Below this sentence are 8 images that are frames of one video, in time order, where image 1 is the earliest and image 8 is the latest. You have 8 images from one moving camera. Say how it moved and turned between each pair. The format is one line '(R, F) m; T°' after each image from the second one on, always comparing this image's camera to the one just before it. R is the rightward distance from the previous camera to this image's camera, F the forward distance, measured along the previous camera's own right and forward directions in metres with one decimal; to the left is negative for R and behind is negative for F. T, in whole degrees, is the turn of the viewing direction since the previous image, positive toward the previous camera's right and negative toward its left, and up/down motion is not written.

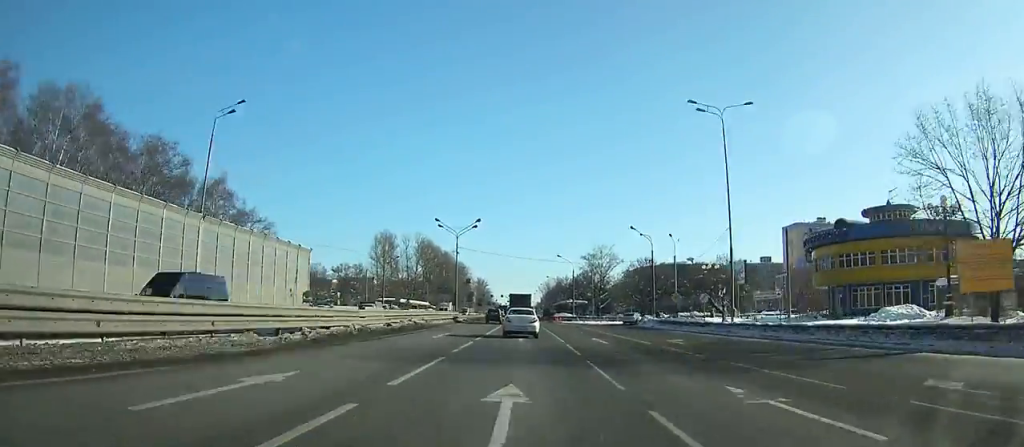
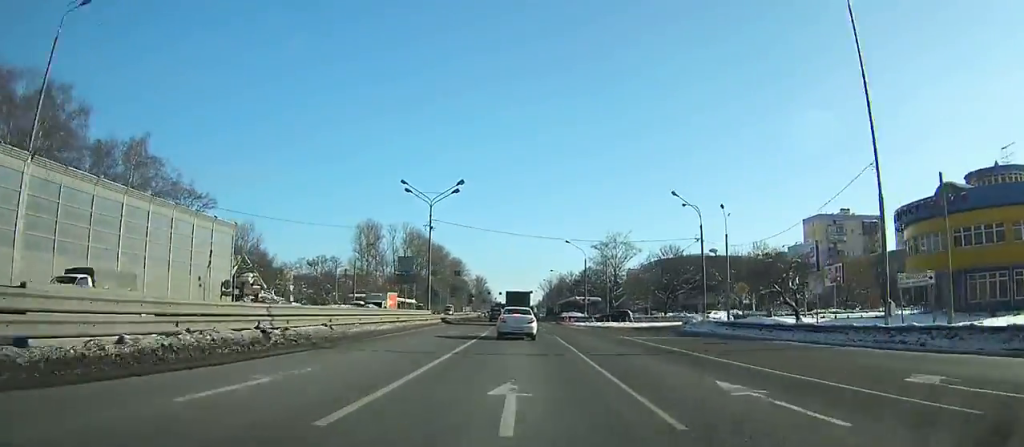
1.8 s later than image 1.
(+0.1, +18.5) m; -1°
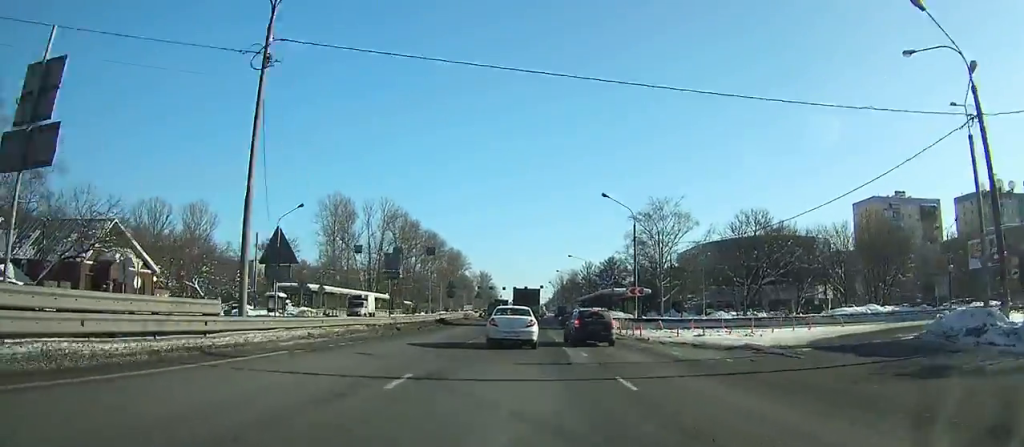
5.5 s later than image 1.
(-0.9, +30.8) m; -2°
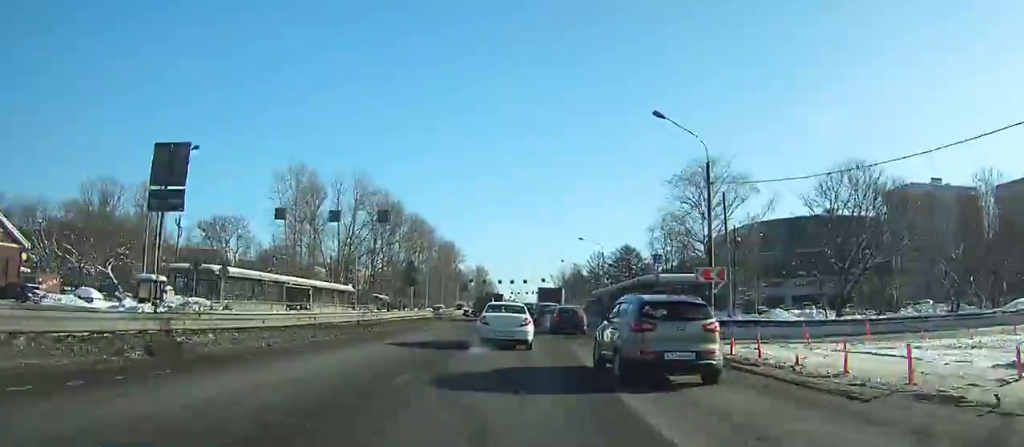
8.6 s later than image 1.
(+0.2, +22.9) m; +2°
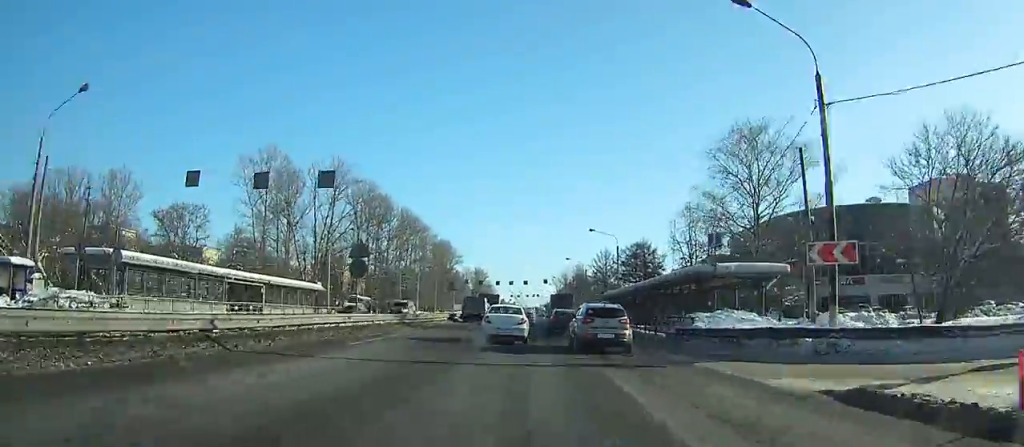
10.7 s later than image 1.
(+0.8, +15.6) m; +1°
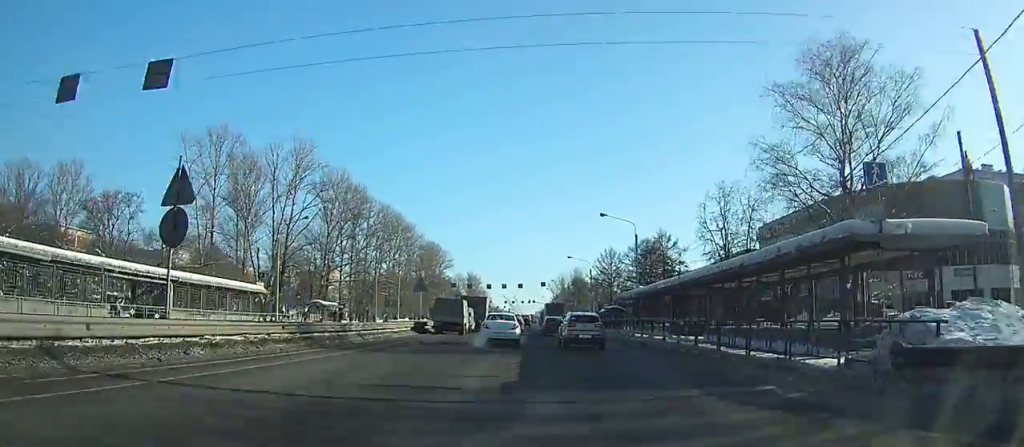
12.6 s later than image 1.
(-0.8, +14.7) m; -1°
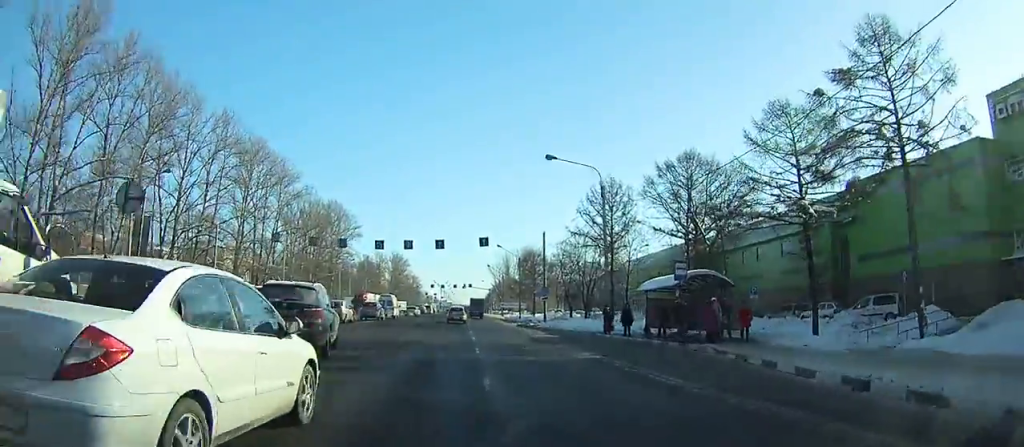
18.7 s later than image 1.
(+0.6, +49.6) m; +1°
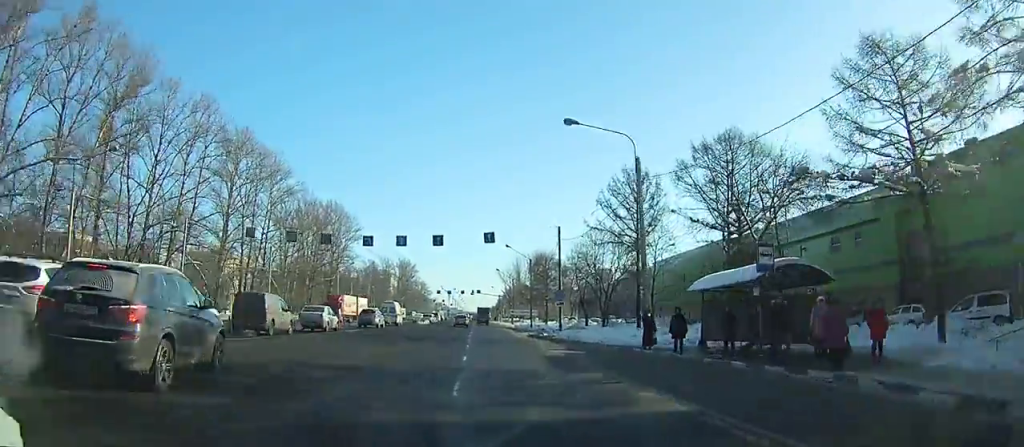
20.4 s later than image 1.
(0.0, +15.2) m; 0°
